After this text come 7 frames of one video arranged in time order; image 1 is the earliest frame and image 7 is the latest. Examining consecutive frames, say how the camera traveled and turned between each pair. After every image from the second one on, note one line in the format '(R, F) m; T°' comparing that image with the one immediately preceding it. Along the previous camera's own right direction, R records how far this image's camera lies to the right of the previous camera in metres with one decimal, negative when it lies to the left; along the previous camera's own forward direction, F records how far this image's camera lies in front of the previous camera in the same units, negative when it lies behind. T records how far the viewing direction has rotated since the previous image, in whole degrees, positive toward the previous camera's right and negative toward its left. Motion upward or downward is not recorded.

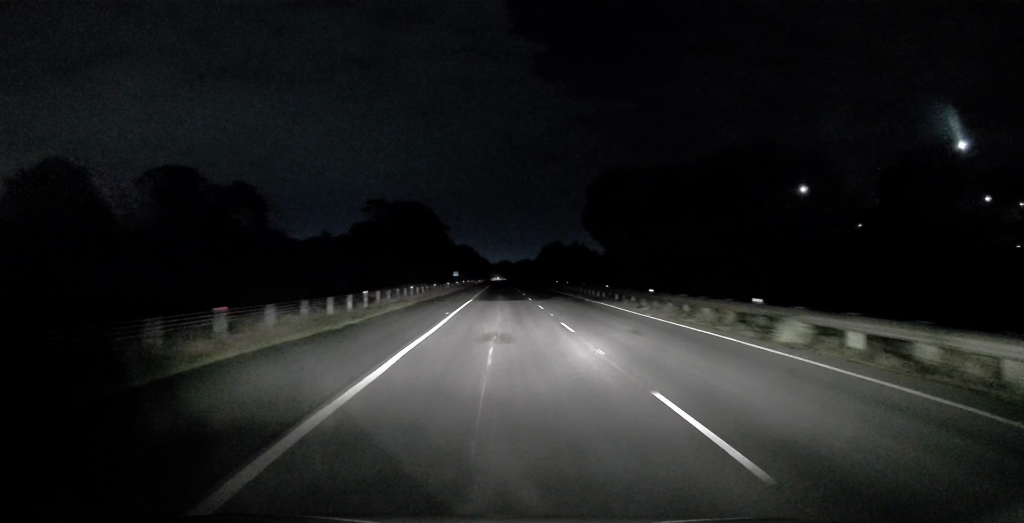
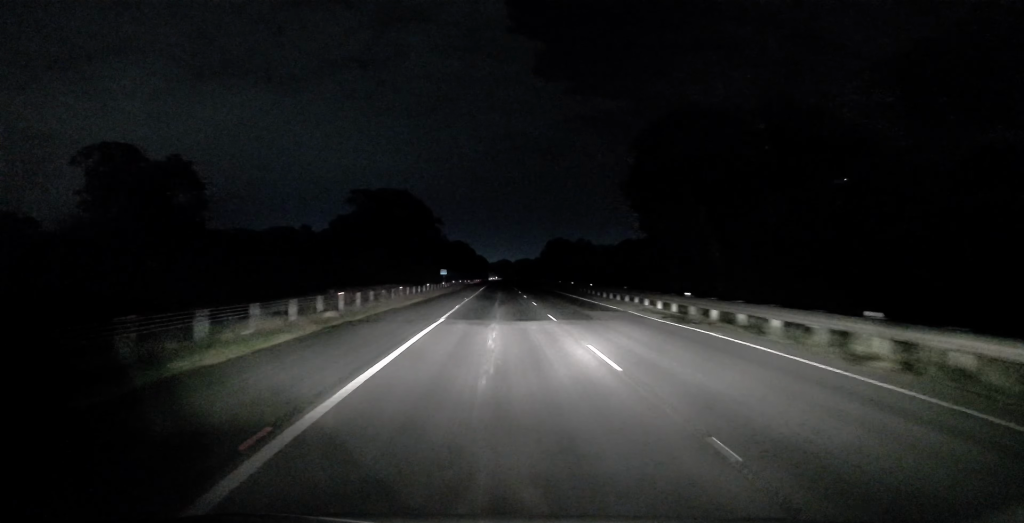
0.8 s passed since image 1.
(-0.1, +18.6) m; +1°
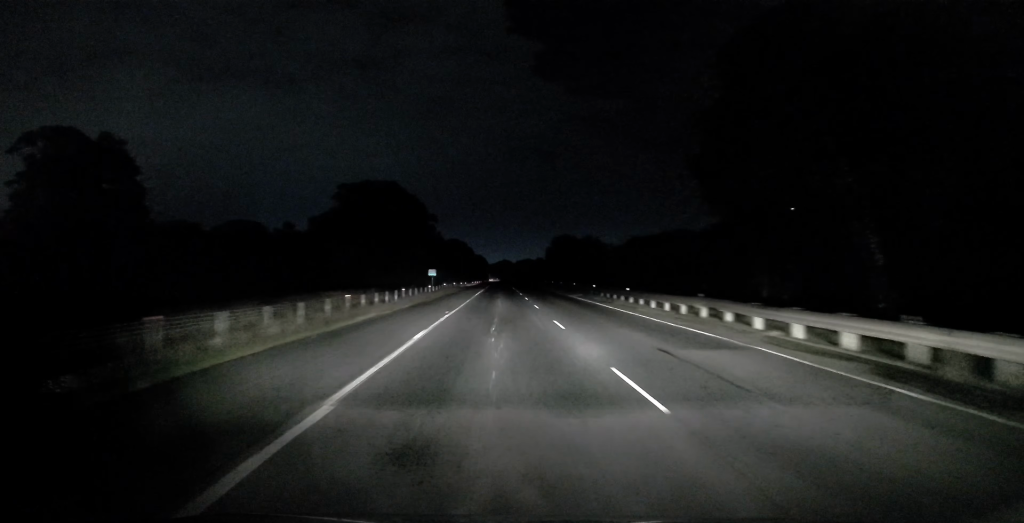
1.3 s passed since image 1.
(+0.3, +13.8) m; 0°
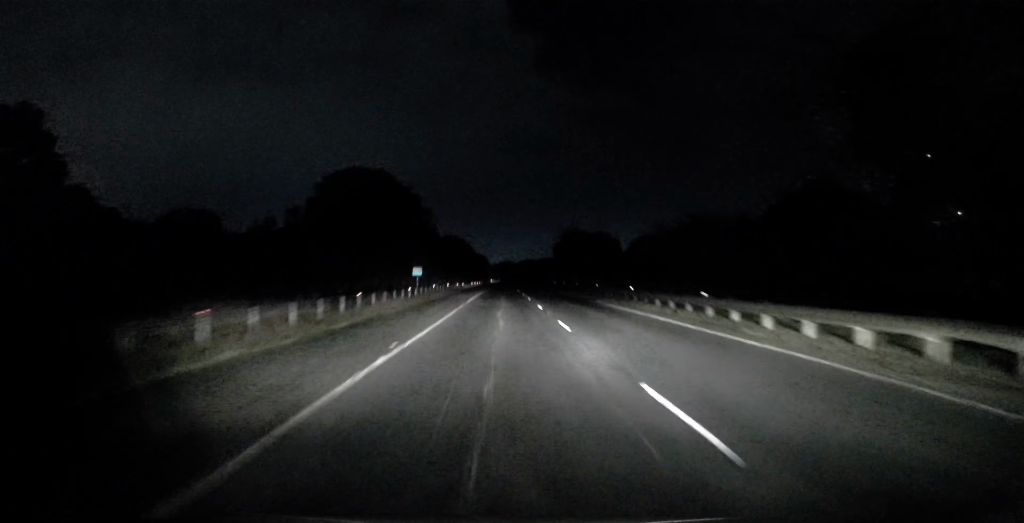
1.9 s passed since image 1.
(+0.3, +13.0) m; 0°
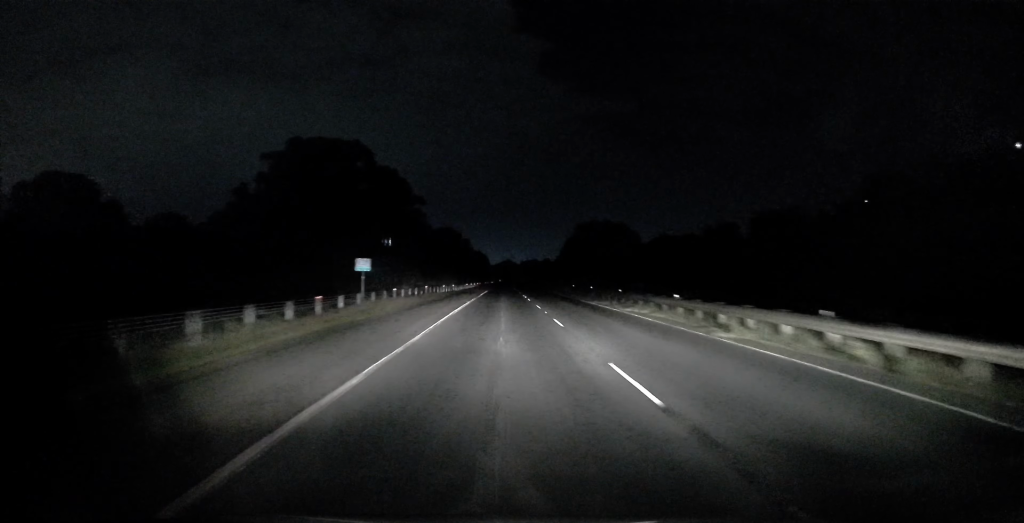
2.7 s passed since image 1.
(-0.6, +21.2) m; -1°
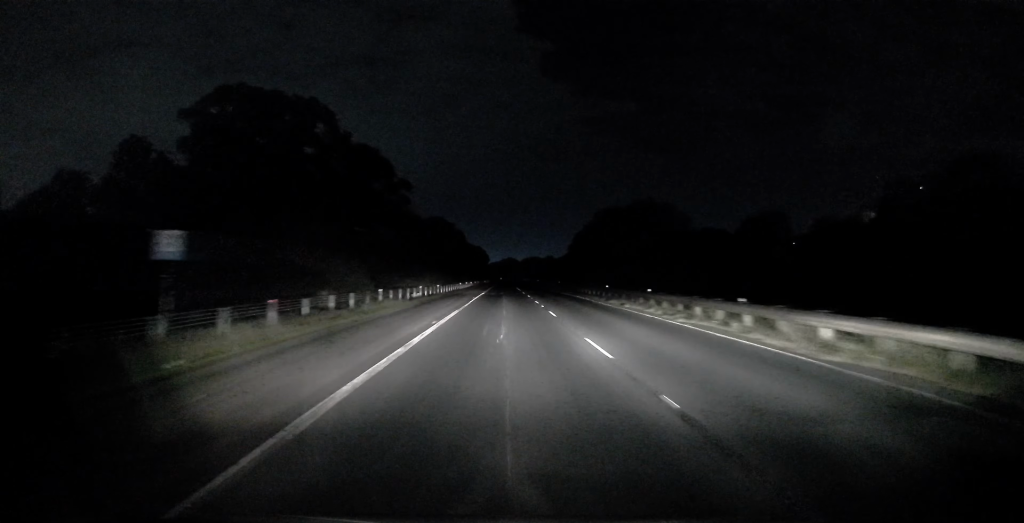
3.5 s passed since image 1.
(+0.2, +19.6) m; 0°
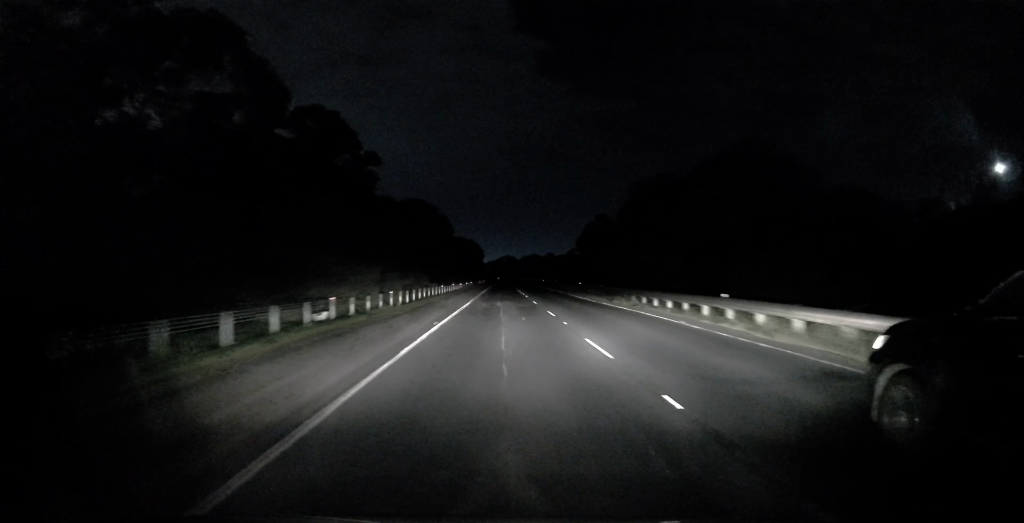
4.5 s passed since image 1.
(-0.1, +23.5) m; +1°
